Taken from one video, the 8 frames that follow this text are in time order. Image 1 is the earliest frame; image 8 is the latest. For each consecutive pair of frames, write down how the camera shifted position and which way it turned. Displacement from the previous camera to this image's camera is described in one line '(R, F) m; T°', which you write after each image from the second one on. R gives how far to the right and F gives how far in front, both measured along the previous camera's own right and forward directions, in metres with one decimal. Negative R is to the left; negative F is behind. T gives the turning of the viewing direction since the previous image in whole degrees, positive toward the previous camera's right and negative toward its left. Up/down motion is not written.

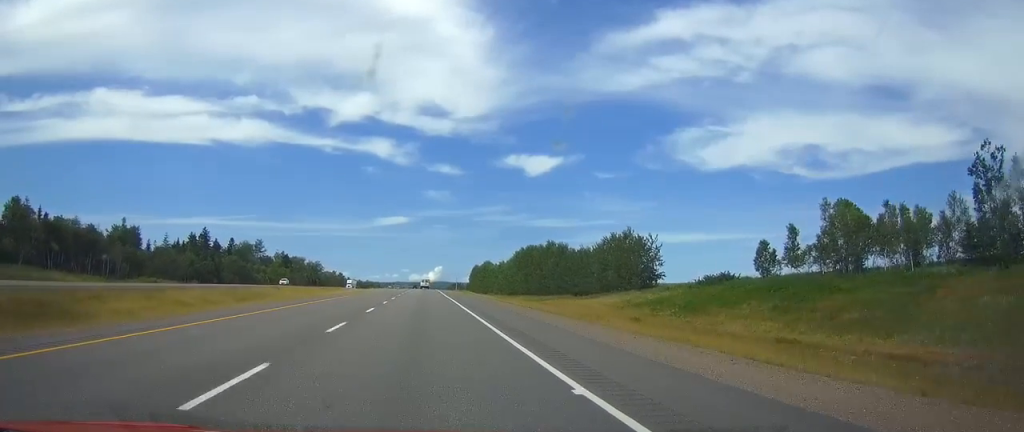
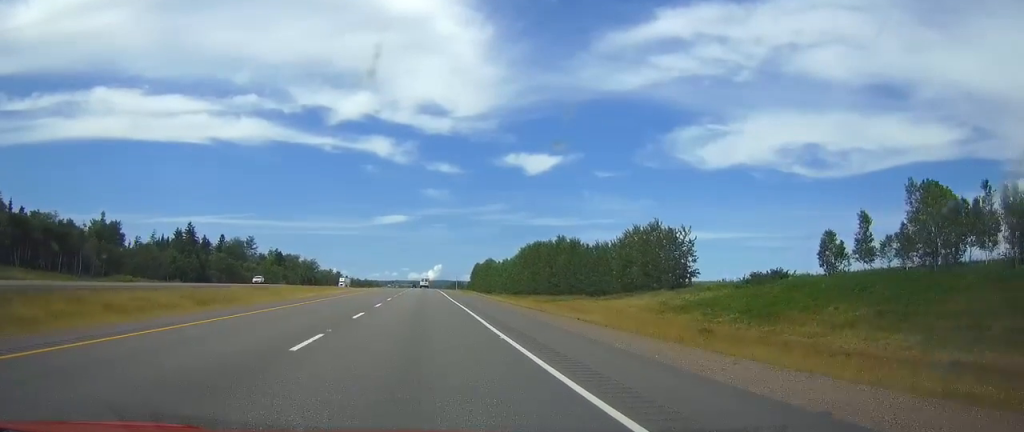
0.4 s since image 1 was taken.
(0.0, +13.2) m; 0°
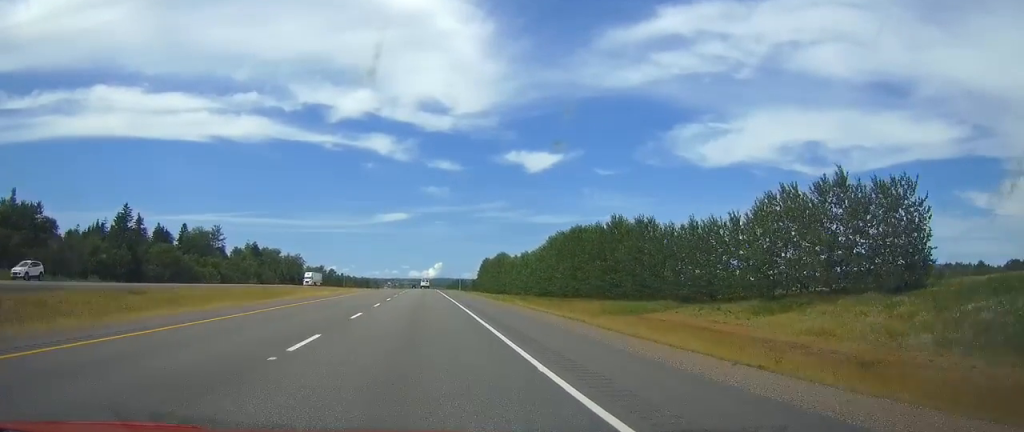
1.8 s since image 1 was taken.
(0.0, +45.0) m; 0°
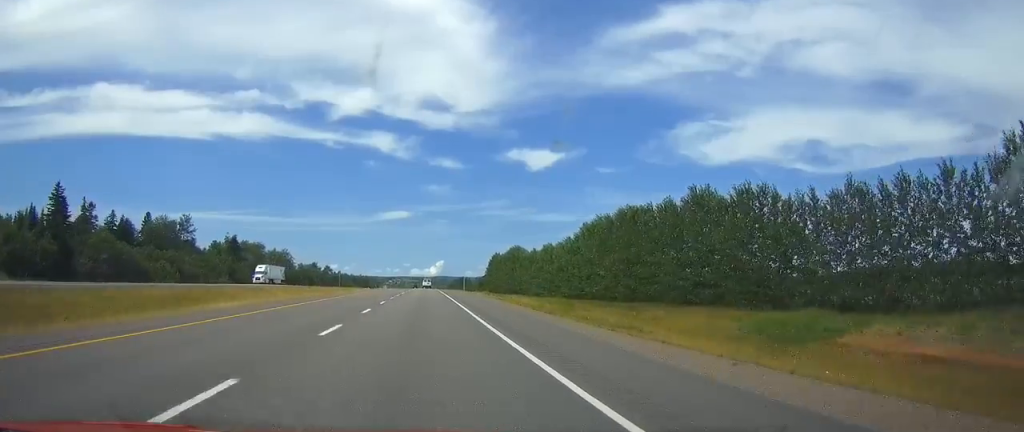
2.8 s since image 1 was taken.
(0.0, +33.0) m; 0°
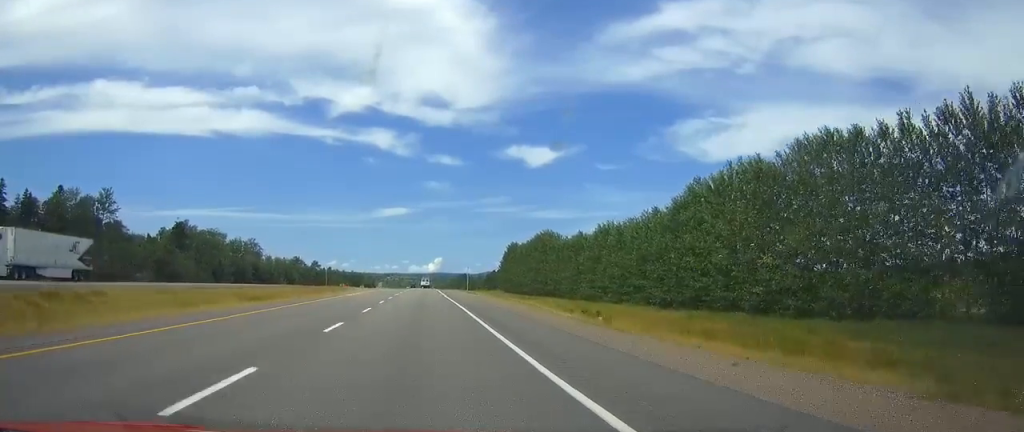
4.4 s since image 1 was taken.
(0.0, +52.7) m; 0°
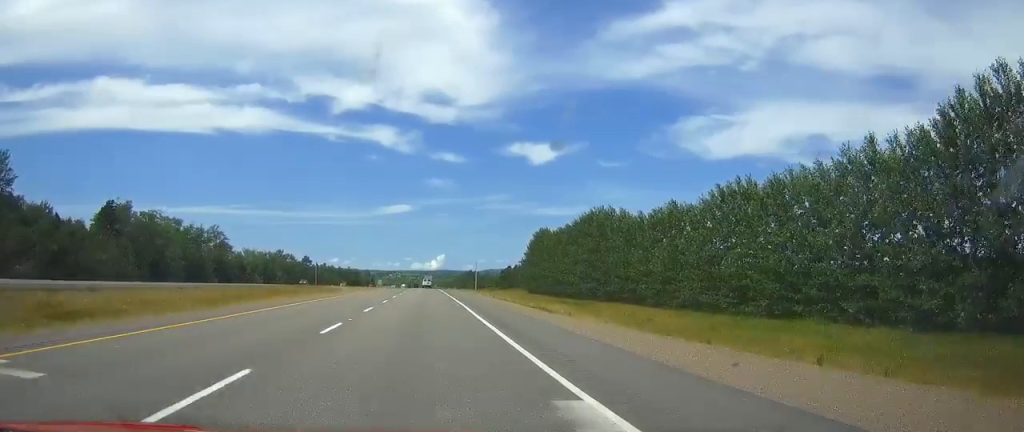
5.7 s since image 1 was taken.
(0.0, +45.0) m; 0°
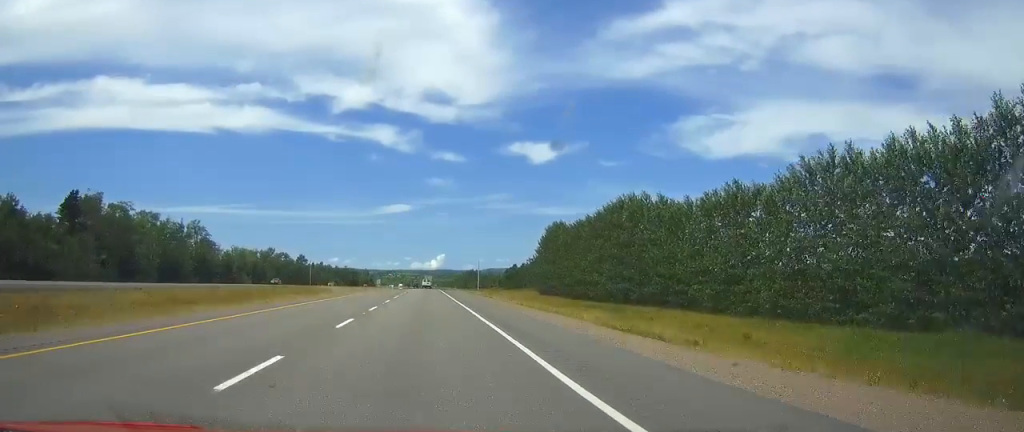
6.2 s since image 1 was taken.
(0.0, +16.5) m; 0°
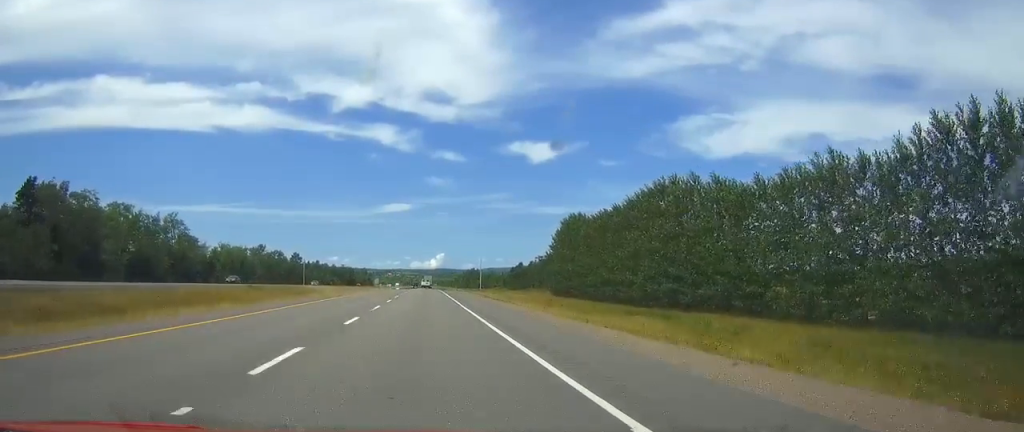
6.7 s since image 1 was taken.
(0.0, +16.5) m; 0°
